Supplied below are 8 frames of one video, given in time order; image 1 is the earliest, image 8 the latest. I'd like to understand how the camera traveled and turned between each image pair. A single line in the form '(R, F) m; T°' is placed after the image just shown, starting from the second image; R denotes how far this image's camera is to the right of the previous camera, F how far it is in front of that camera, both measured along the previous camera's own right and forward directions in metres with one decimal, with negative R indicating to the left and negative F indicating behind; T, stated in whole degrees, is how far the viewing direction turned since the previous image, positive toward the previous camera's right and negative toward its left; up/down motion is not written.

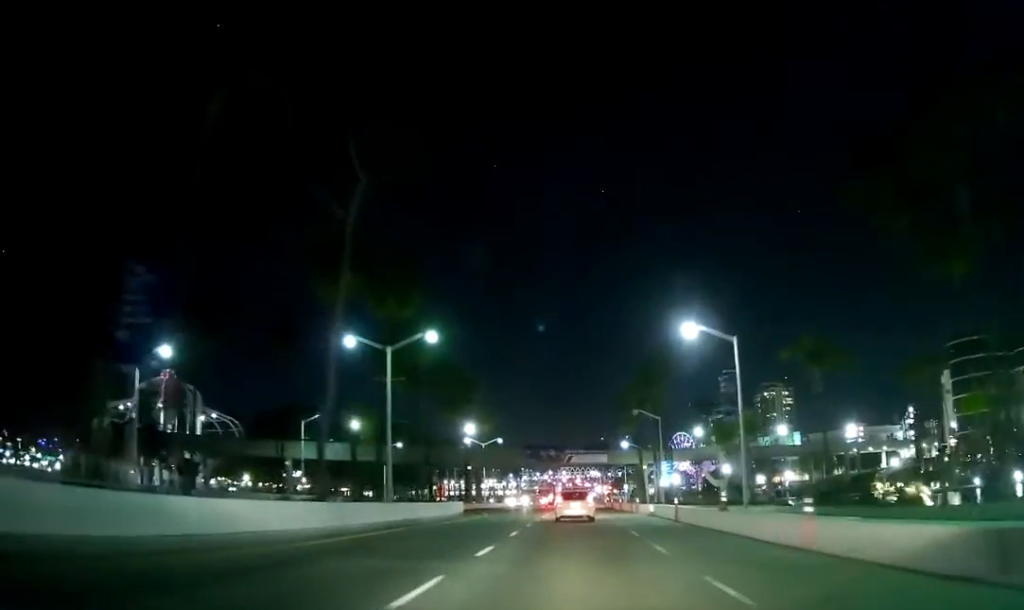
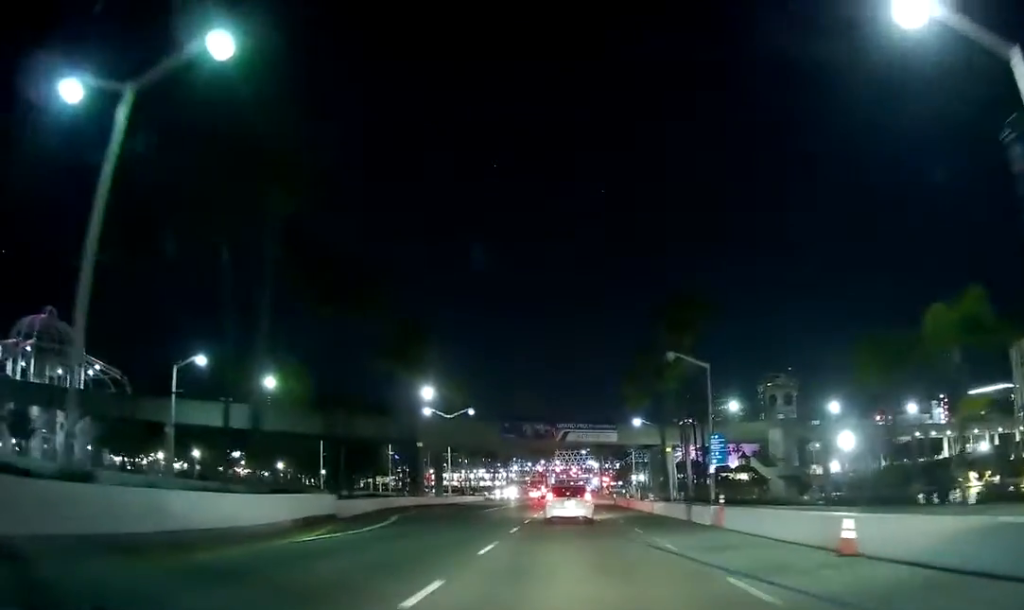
(+1.1, +29.9) m; +2°
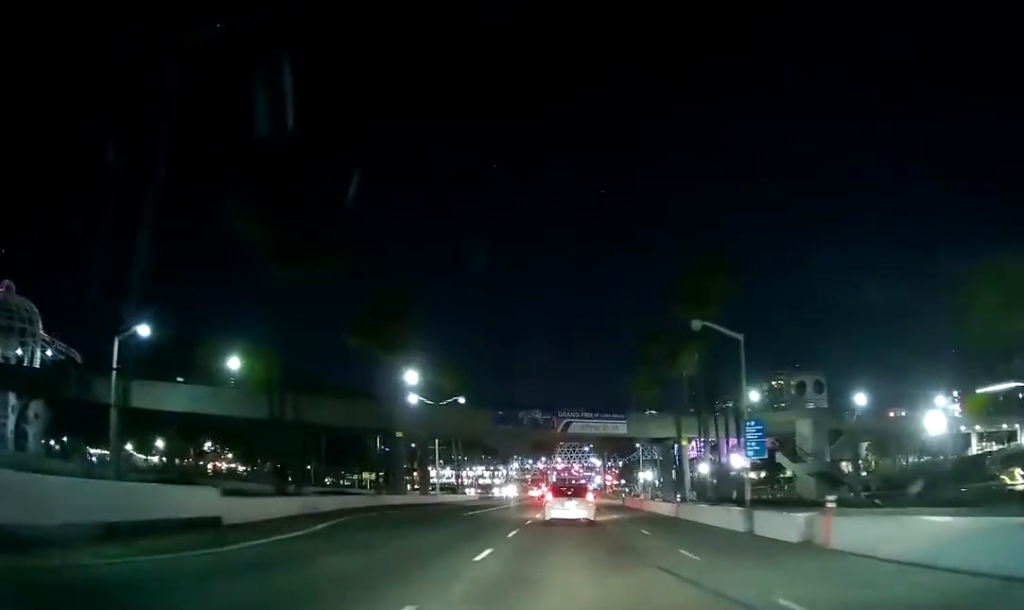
(-0.1, +9.8) m; -1°
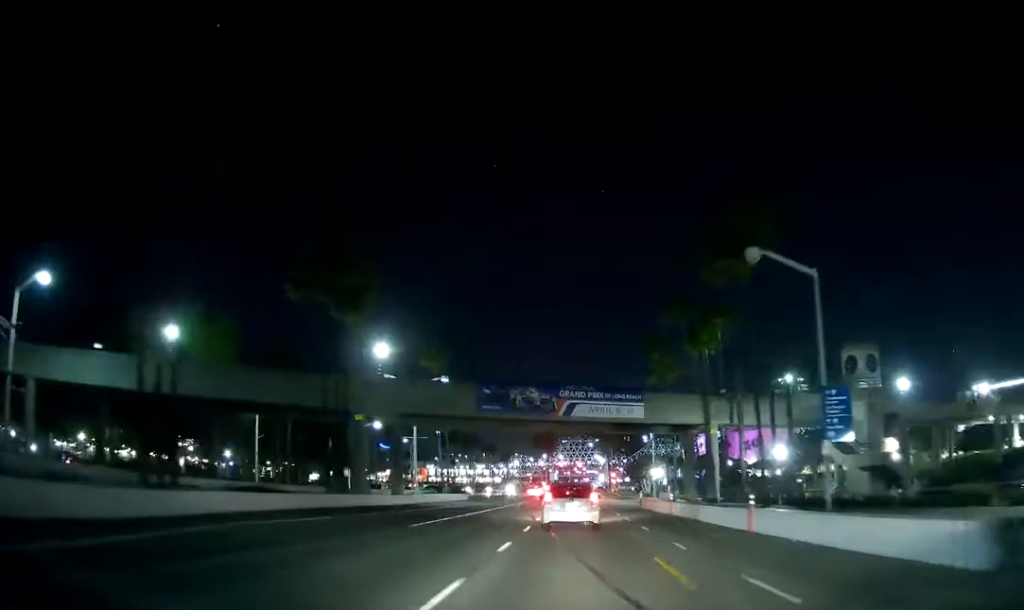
(-0.2, +12.8) m; -1°
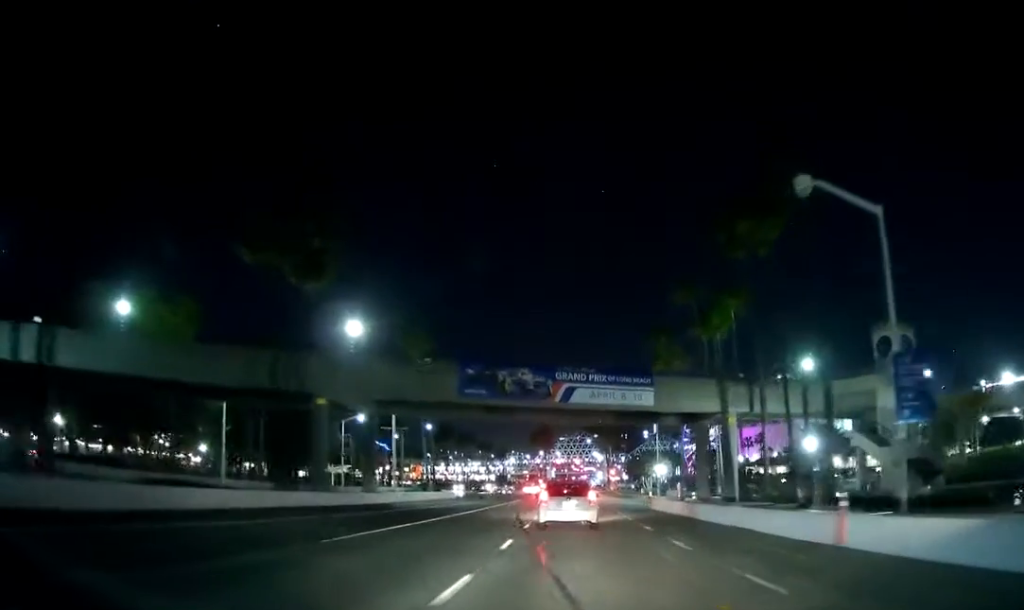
(0.0, +7.0) m; 0°
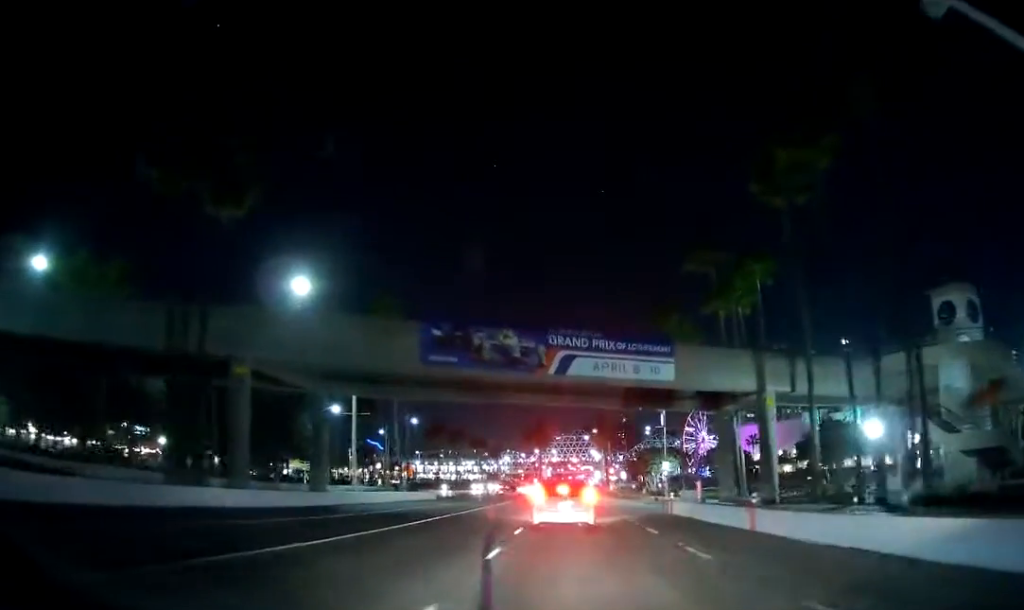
(+0.1, +10.4) m; +2°
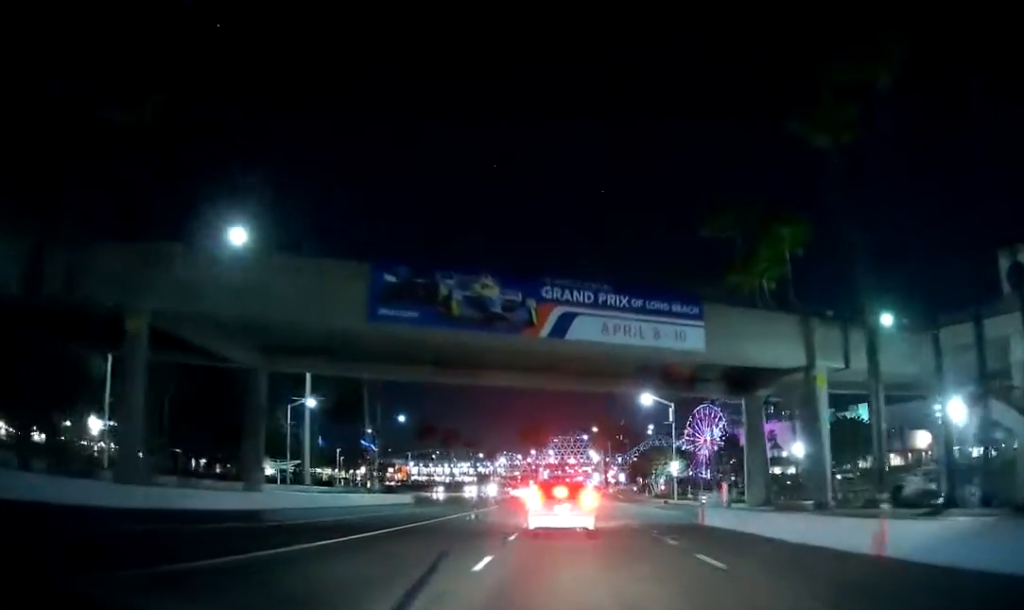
(+0.3, +8.2) m; -1°
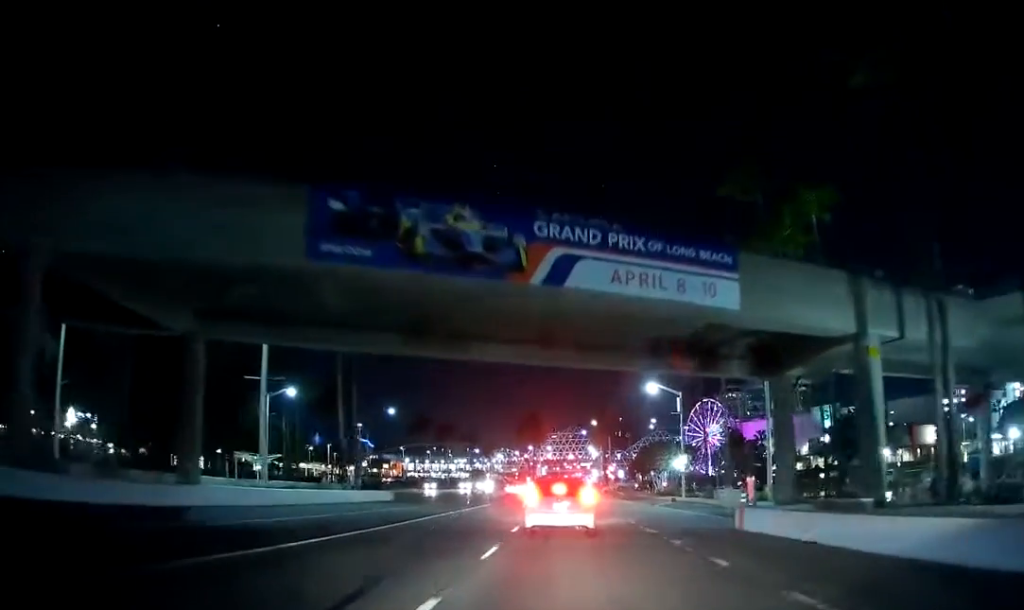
(-0.2, +5.9) m; 0°
